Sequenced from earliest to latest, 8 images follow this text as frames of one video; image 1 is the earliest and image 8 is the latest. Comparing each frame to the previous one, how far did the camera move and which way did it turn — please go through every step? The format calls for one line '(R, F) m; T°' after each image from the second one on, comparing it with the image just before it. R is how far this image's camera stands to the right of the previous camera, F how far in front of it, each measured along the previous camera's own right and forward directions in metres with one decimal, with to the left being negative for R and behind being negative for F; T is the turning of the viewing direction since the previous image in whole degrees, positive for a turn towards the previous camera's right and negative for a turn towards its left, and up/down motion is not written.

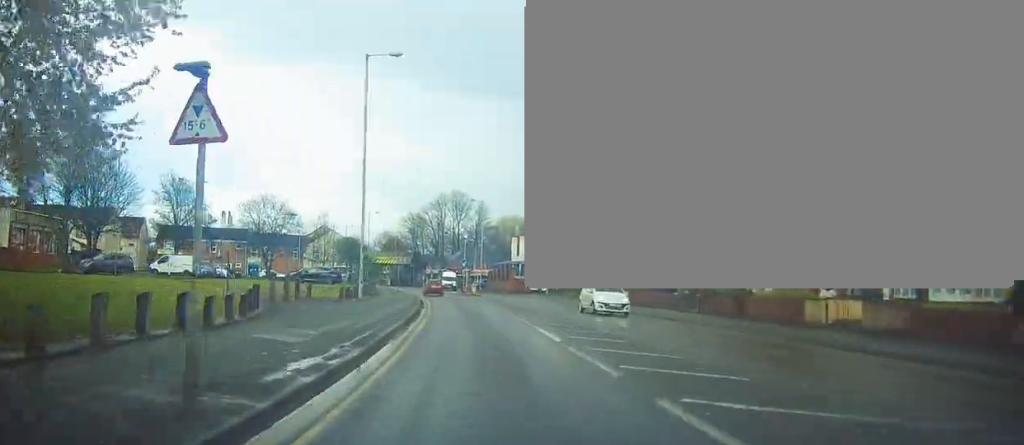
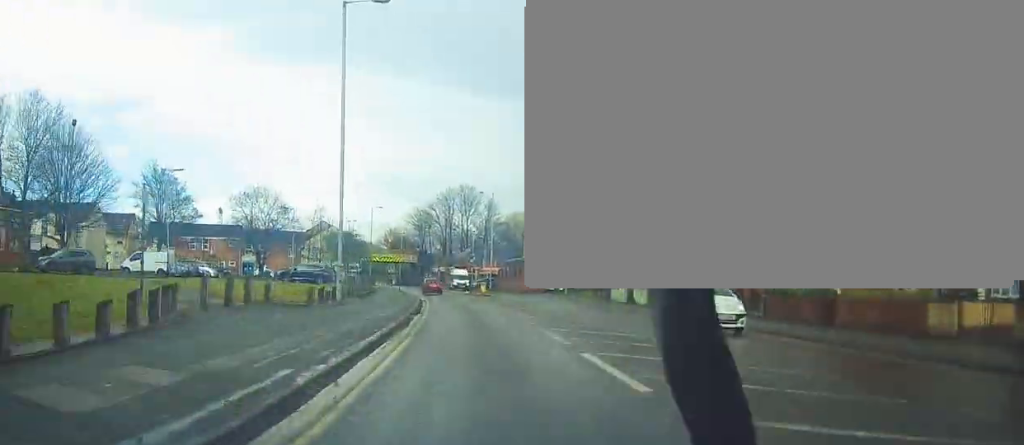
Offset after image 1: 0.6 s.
(-0.1, +6.8) m; -1°
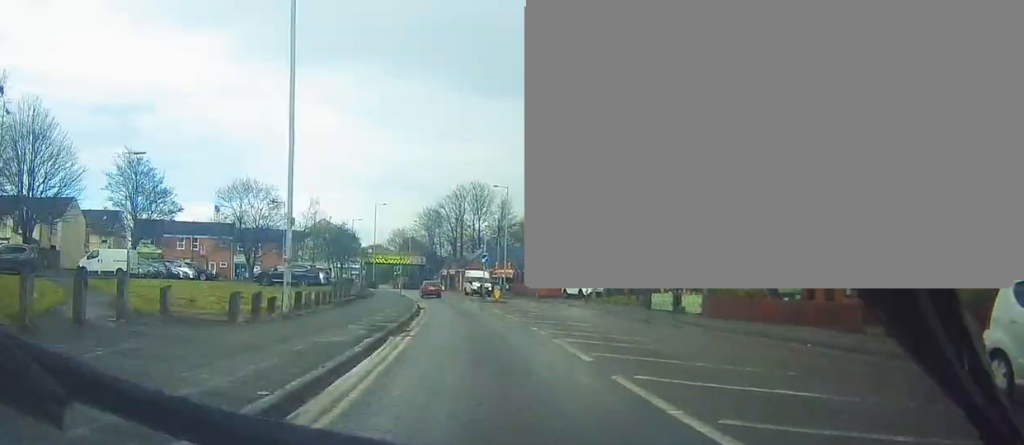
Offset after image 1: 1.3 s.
(0.0, +8.2) m; -1°
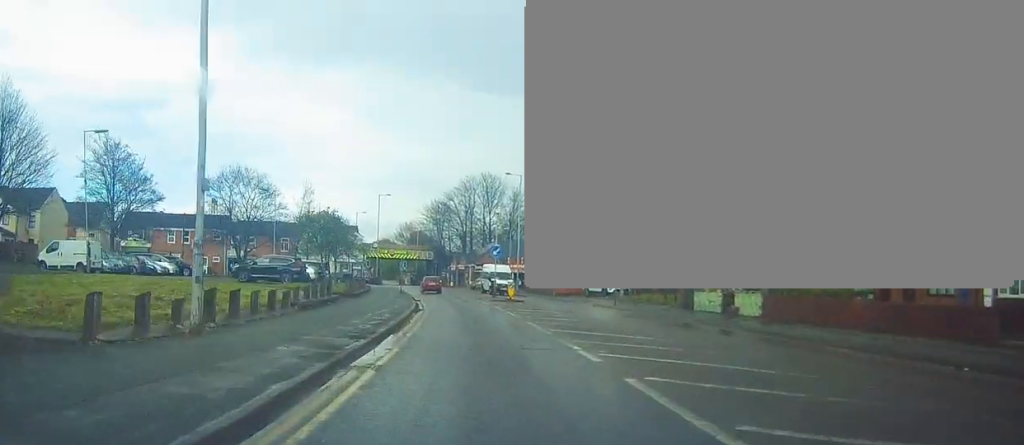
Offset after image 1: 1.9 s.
(-0.1, +6.3) m; -1°
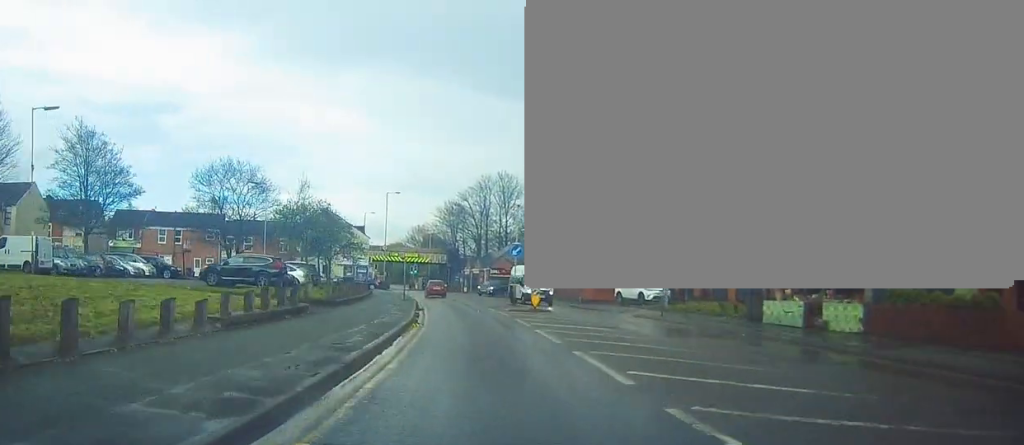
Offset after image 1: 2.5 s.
(0.0, +7.0) m; -1°
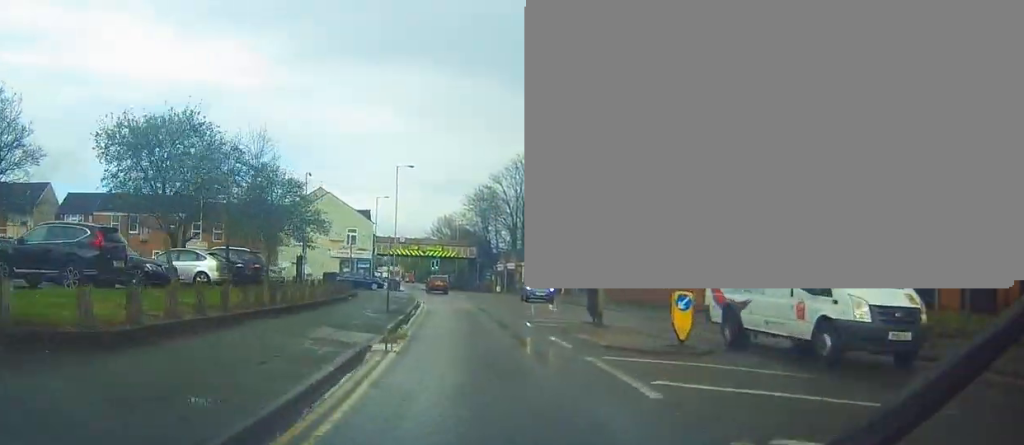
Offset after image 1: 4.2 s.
(-0.3, +18.5) m; -4°
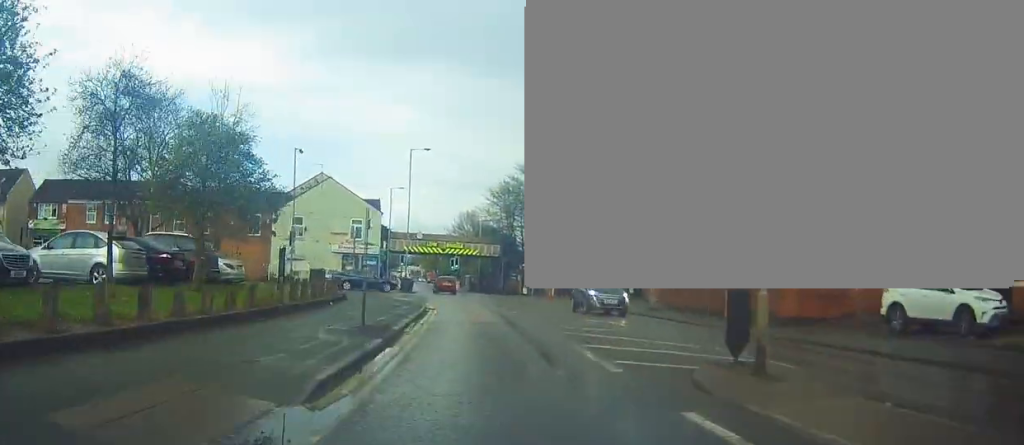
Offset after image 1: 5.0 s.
(-0.3, +8.7) m; -2°
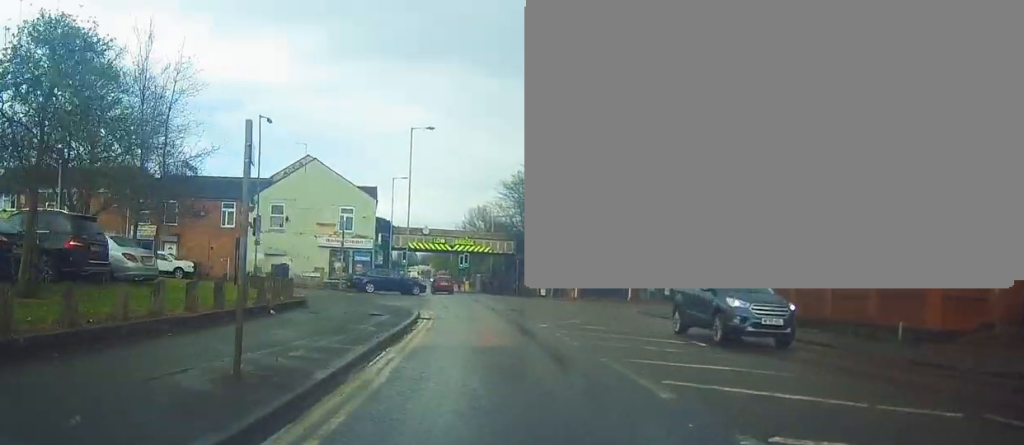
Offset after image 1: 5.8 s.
(-0.1, +8.3) m; 0°
